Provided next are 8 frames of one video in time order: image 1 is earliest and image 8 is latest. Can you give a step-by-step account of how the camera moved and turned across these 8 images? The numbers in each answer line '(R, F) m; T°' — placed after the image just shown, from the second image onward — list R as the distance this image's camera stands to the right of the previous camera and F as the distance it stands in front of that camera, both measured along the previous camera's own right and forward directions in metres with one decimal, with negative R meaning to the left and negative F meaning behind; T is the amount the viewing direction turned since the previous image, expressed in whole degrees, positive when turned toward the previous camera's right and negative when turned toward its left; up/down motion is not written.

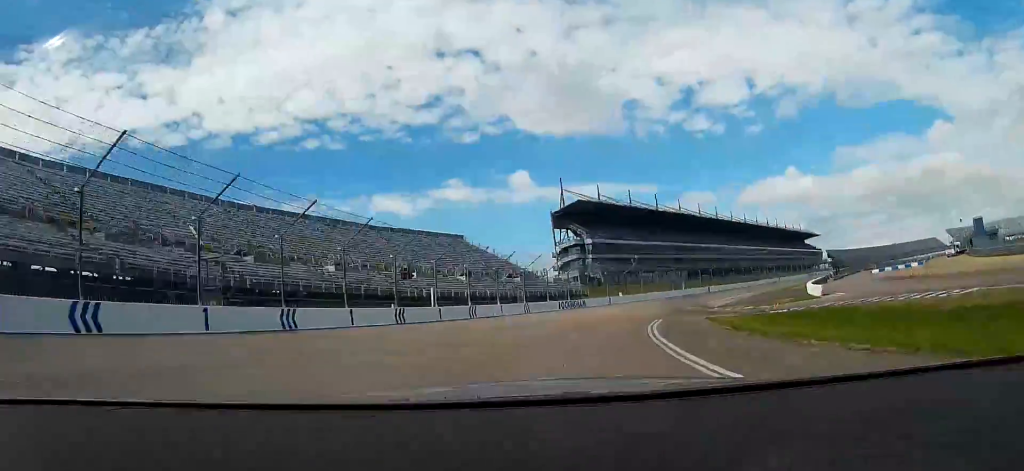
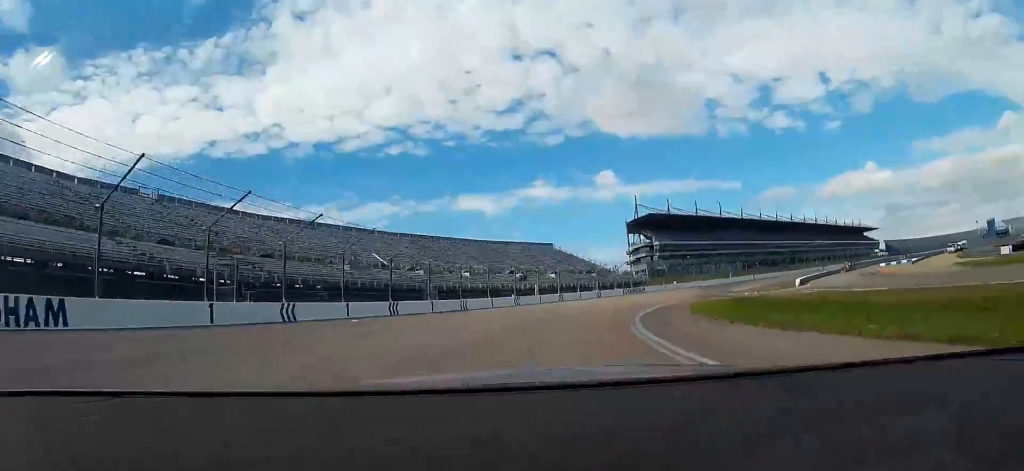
(-3.4, +29.2) m; -10°
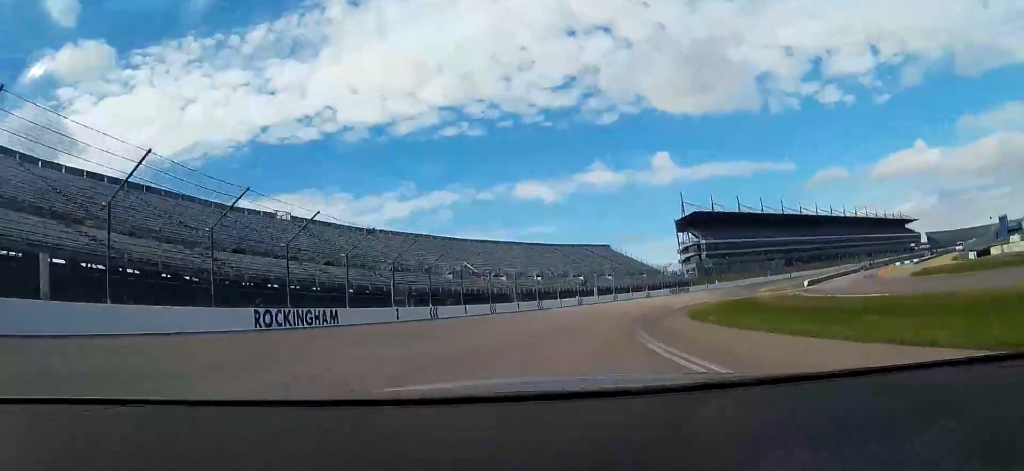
(-1.1, +21.5) m; -7°
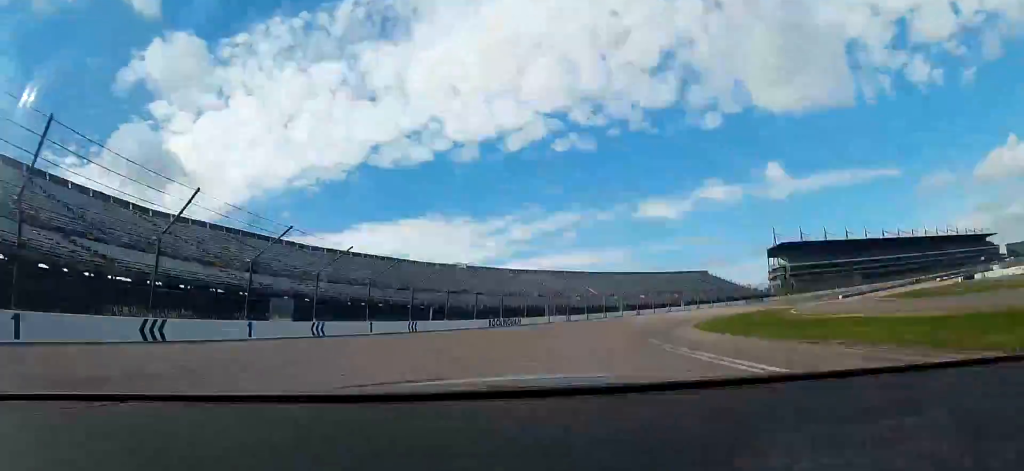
(-2.3, +36.3) m; -9°
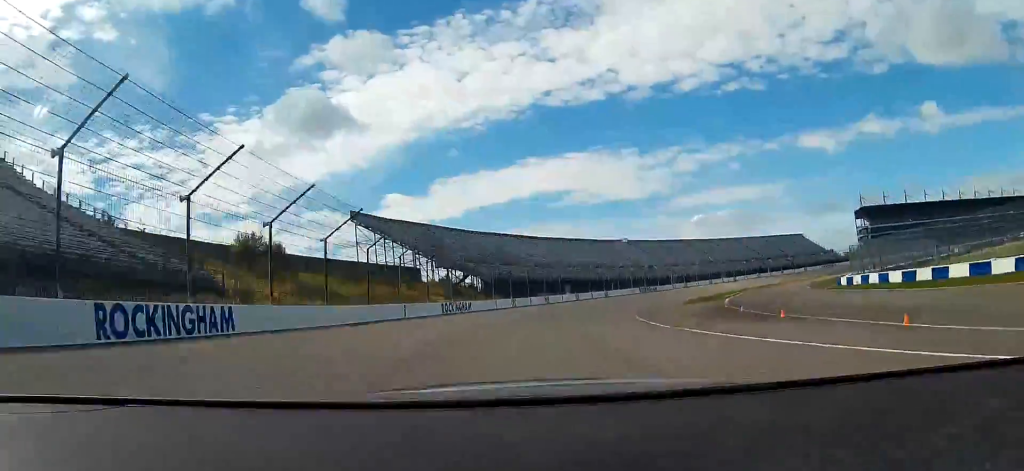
(-14.1, +76.2) m; -19°
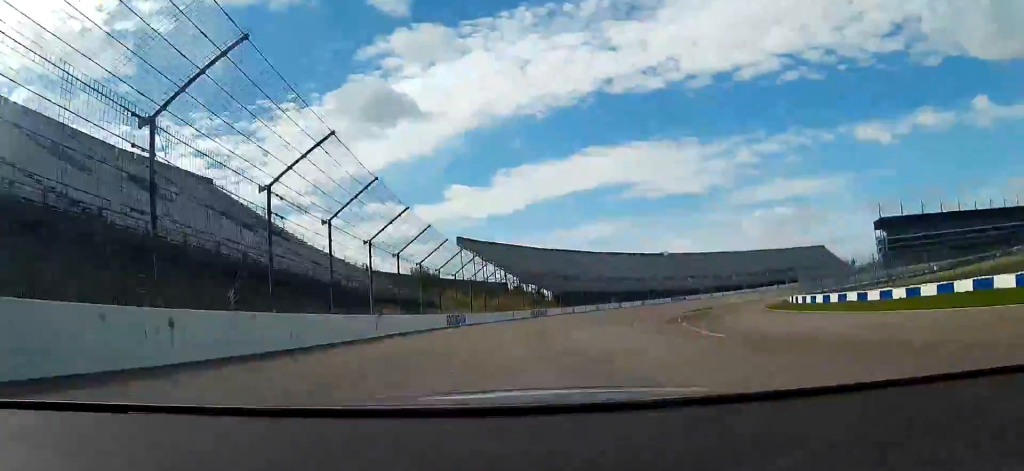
(-3.0, +44.0) m; -7°
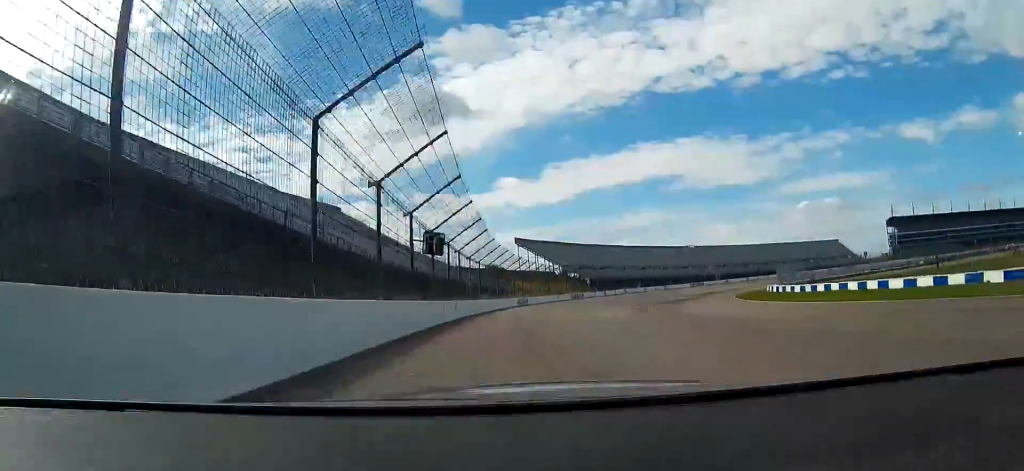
(-1.9, +38.6) m; -4°
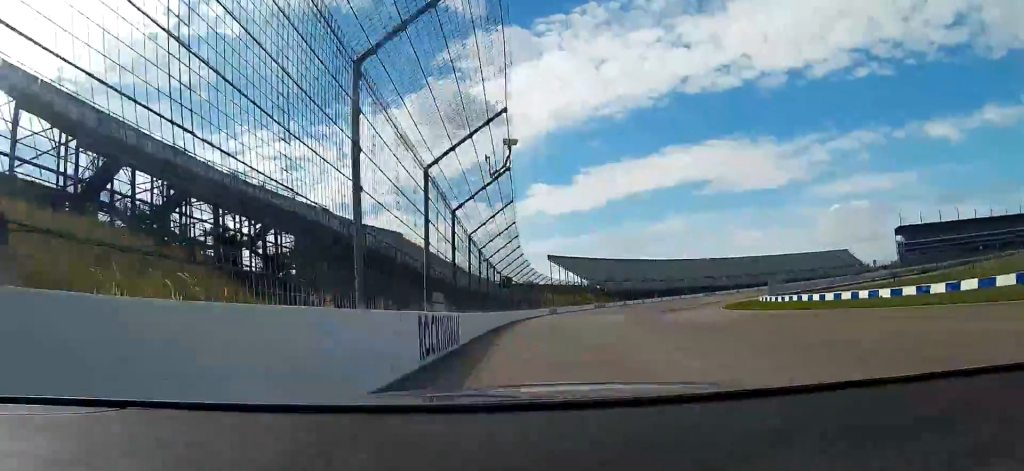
(-0.5, +26.7) m; -2°
